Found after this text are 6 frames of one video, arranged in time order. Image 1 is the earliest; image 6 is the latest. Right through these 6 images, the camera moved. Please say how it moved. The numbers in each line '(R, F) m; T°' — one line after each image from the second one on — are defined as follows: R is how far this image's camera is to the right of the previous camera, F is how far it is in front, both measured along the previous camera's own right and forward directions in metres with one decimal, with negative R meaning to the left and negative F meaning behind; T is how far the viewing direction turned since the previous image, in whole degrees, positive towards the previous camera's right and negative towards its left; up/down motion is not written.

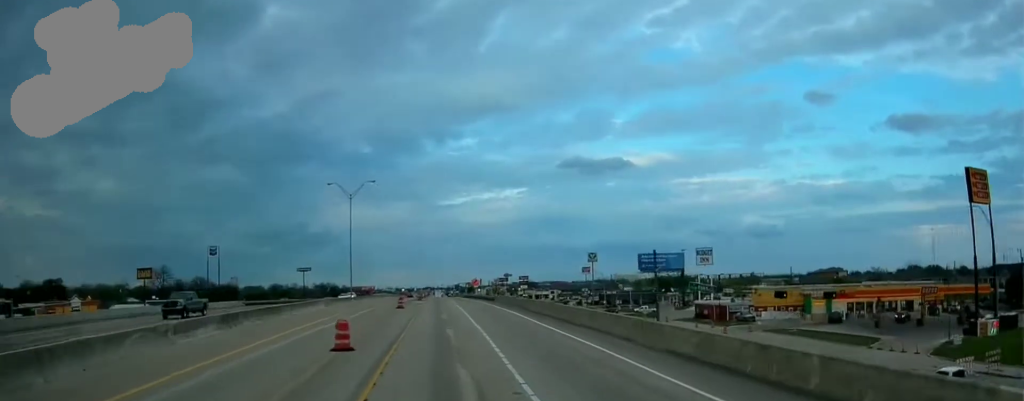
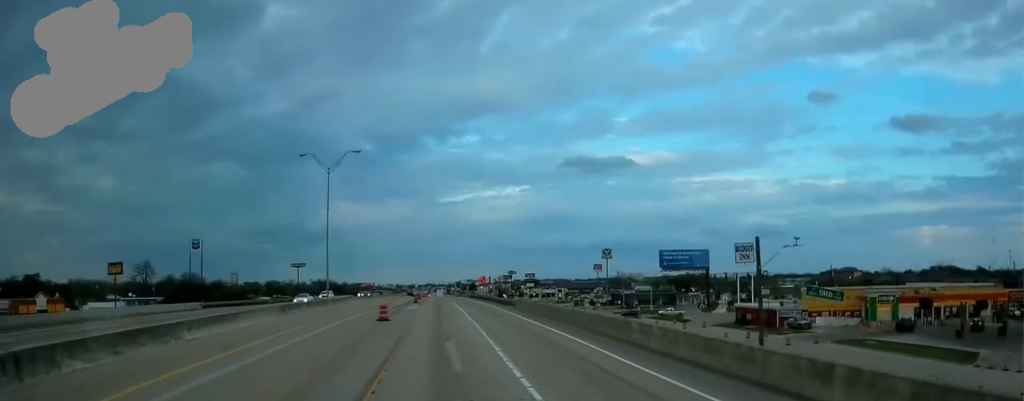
(+0.2, +17.4) m; +1°
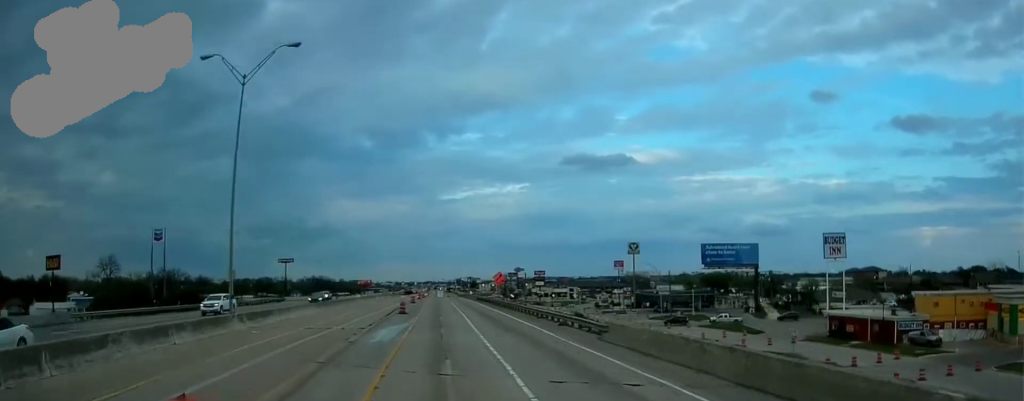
(+0.2, +29.8) m; 0°
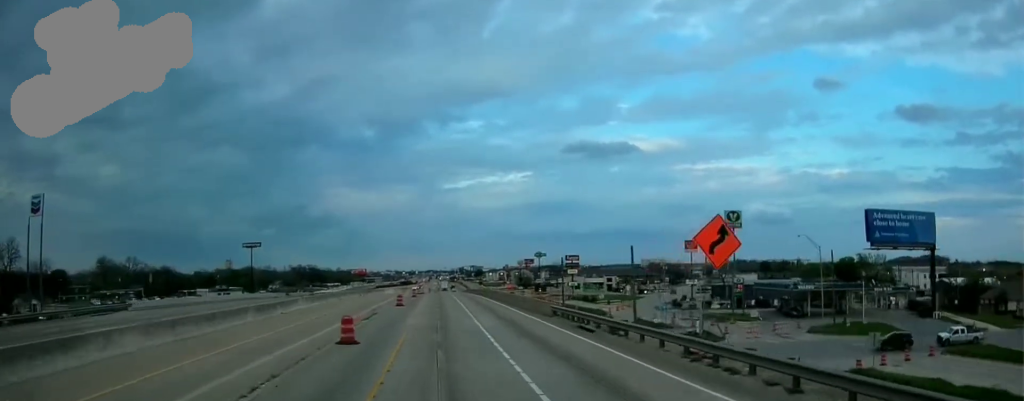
(-0.3, +61.0) m; -1°
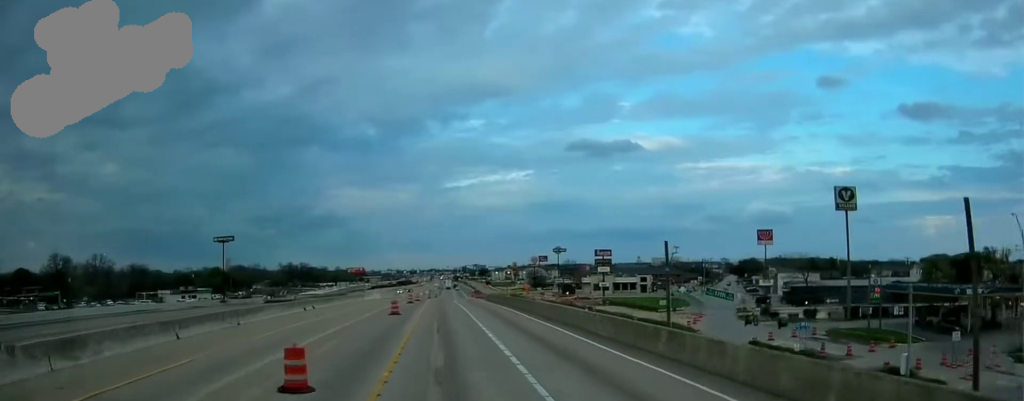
(-0.5, +38.2) m; -1°
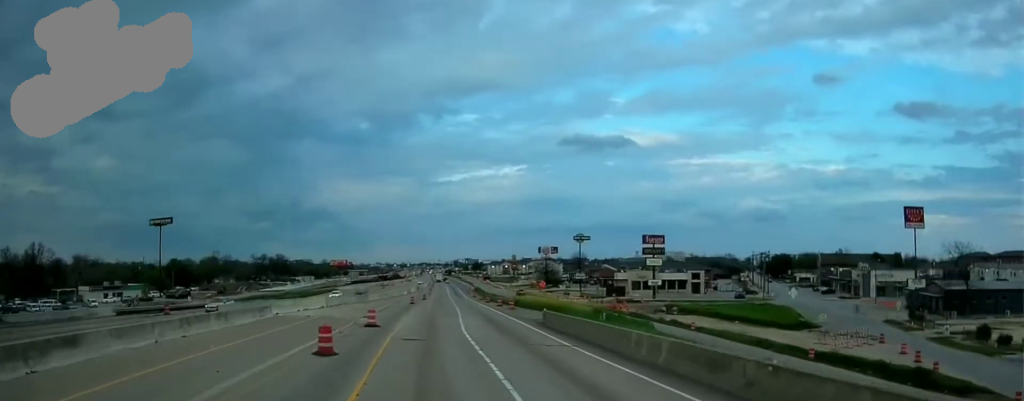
(+0.1, +46.8) m; +1°
